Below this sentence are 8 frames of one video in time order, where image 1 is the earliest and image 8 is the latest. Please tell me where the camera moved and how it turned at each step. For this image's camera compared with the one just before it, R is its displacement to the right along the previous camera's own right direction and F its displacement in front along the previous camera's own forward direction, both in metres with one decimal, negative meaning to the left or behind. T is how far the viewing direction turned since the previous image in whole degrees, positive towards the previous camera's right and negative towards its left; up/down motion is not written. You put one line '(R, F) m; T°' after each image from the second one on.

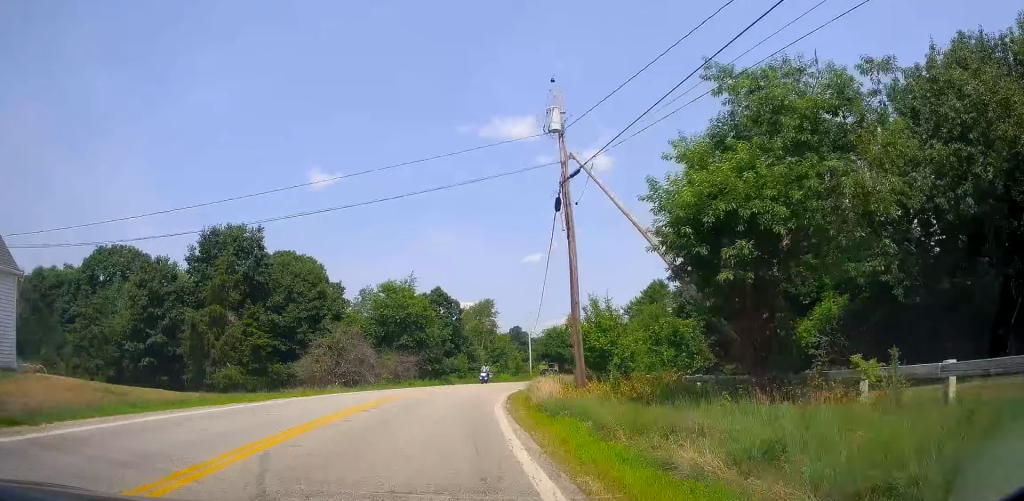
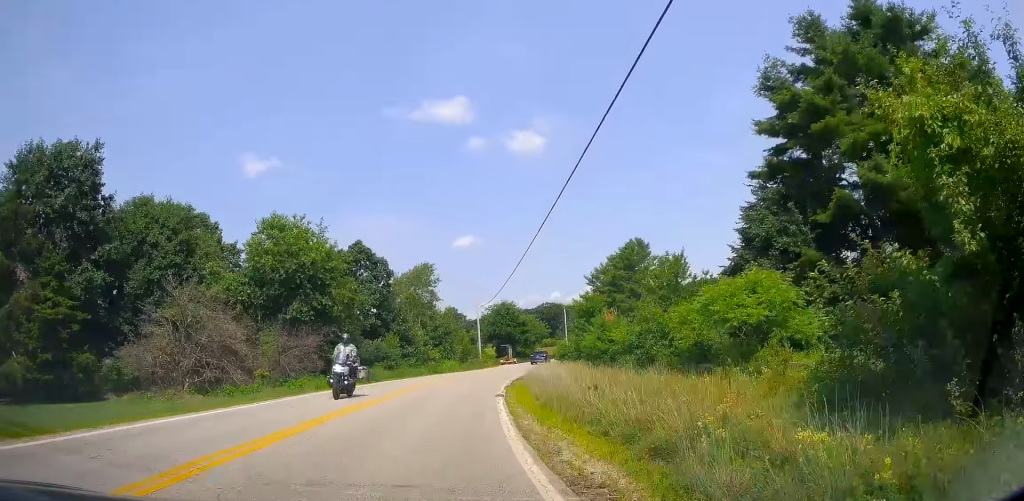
(+0.2, +20.3) m; +5°
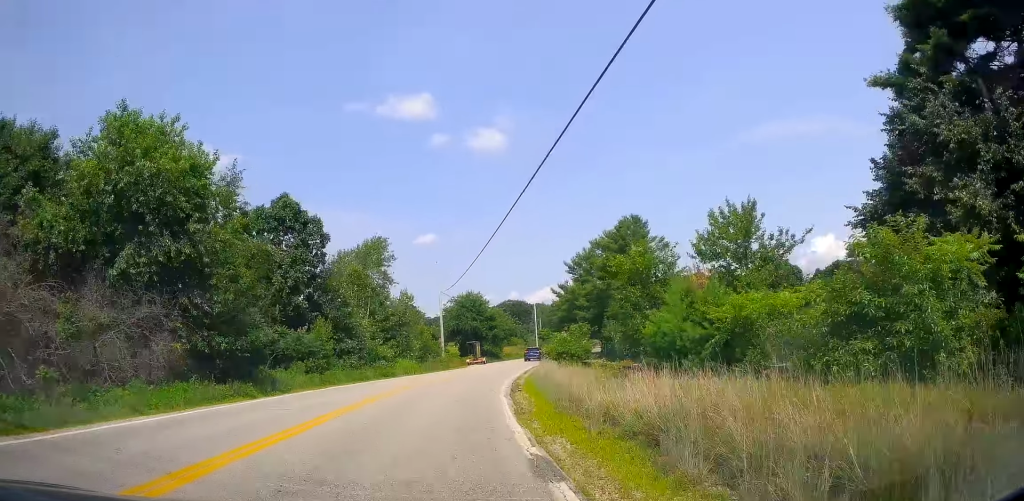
(+1.0, +14.2) m; +4°
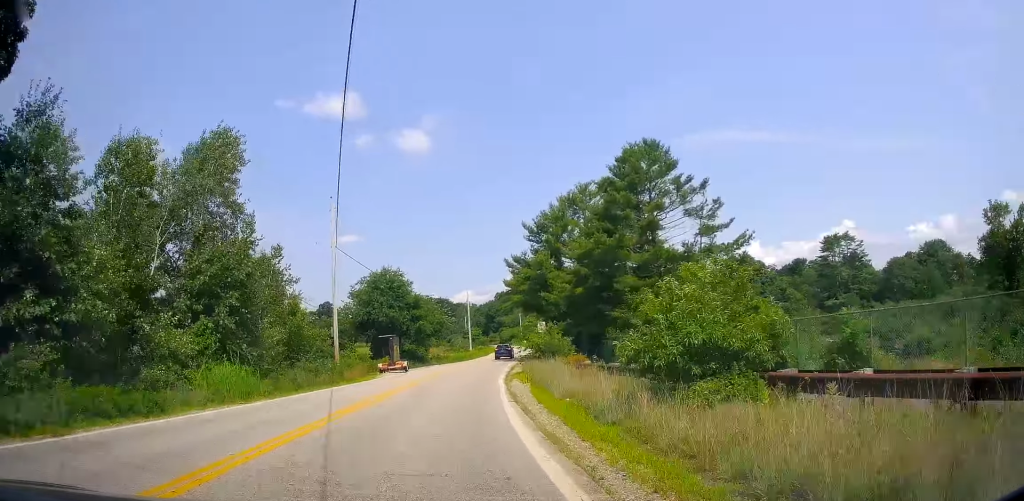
(+1.2, +25.9) m; +7°
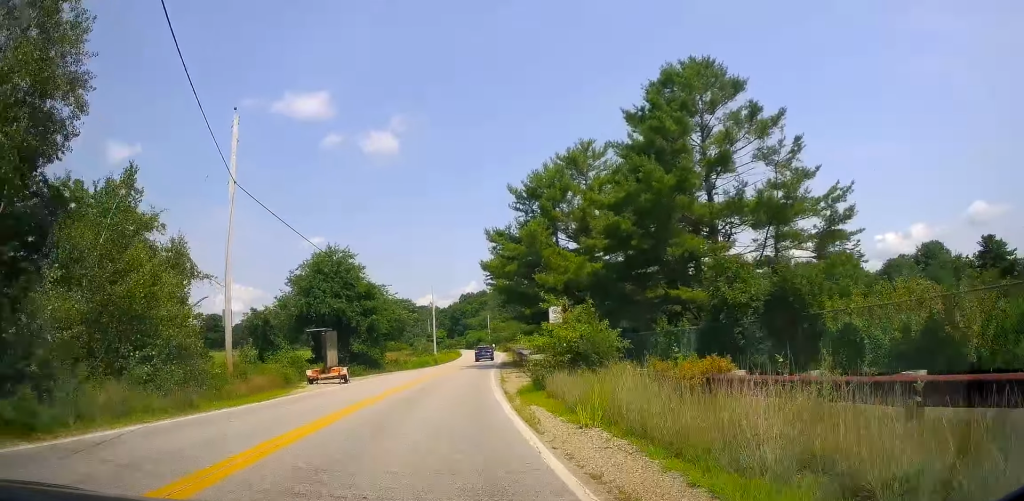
(+0.7, +13.6) m; +4°
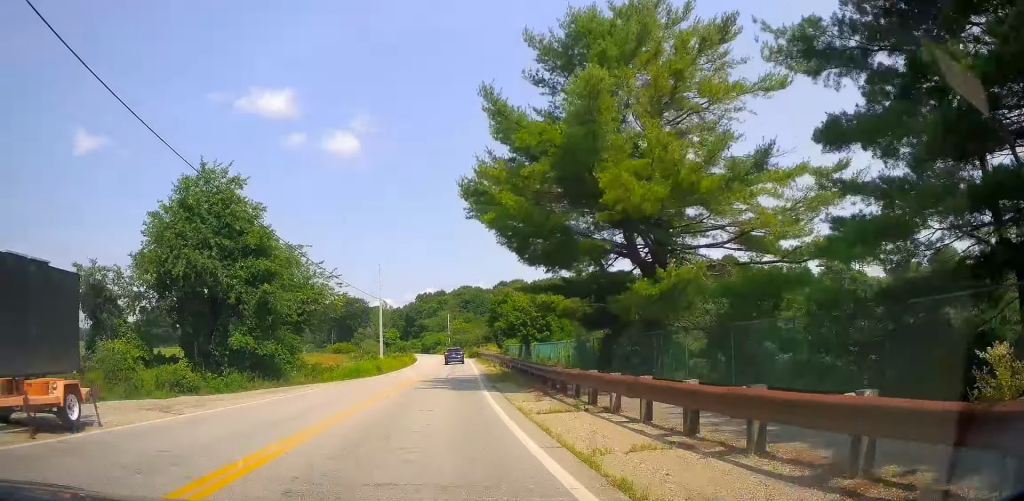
(+0.9, +21.9) m; +3°
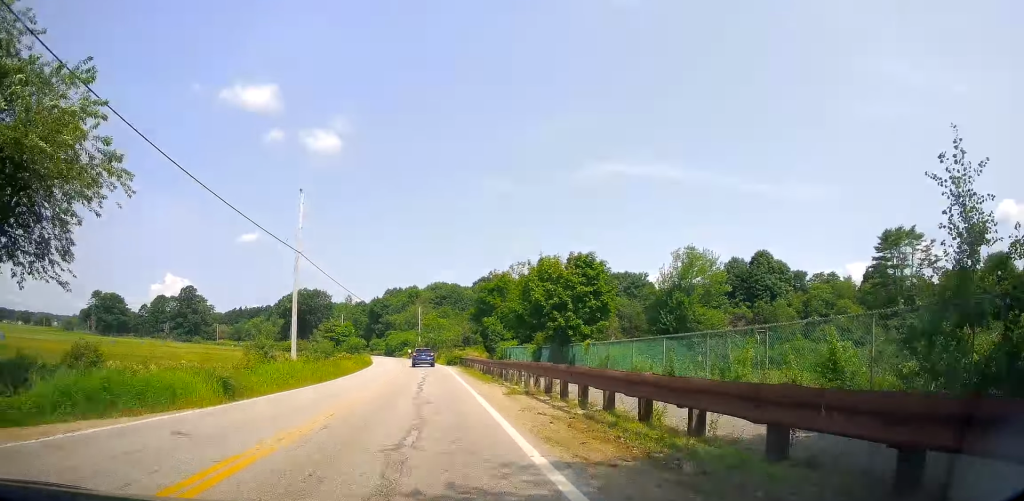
(+0.1, +28.4) m; +2°
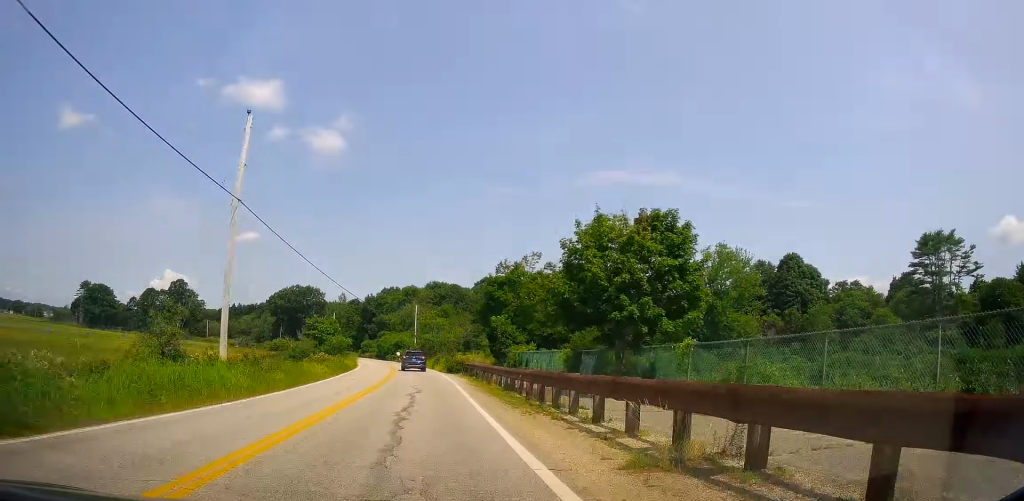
(+0.1, +11.4) m; +1°
